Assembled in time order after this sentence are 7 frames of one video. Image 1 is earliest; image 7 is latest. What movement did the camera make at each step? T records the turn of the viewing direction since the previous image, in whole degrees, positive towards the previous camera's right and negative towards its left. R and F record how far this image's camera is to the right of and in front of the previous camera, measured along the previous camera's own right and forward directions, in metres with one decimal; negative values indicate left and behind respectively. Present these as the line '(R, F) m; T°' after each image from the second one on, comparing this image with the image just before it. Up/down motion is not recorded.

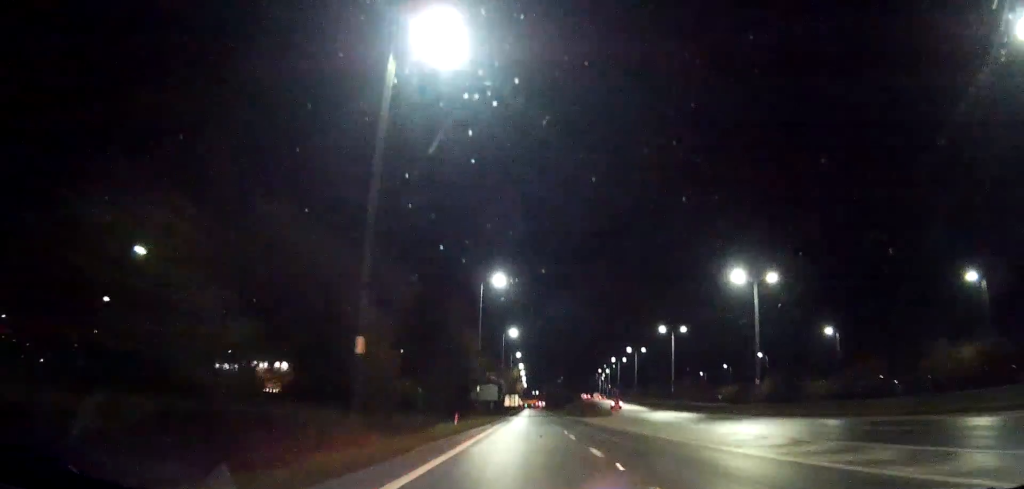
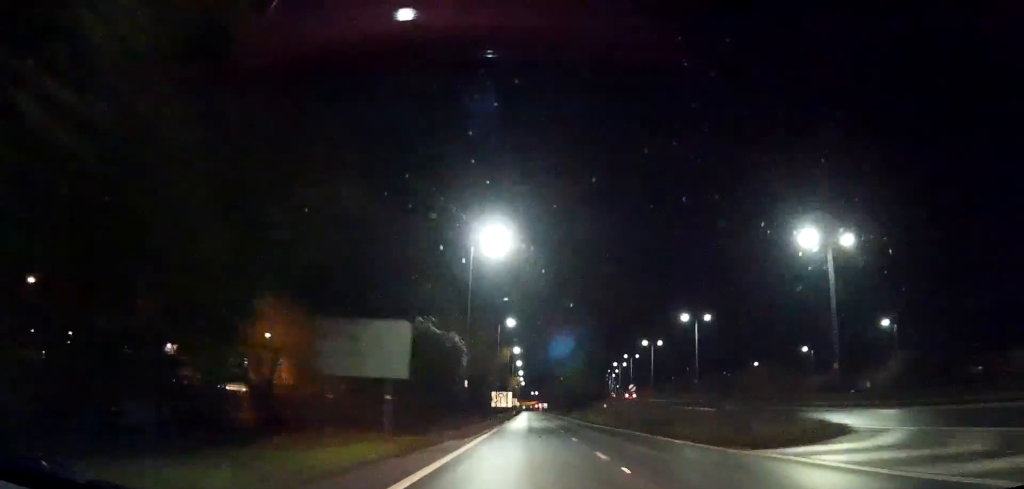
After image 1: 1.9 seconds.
(+0.8, +52.7) m; +1°
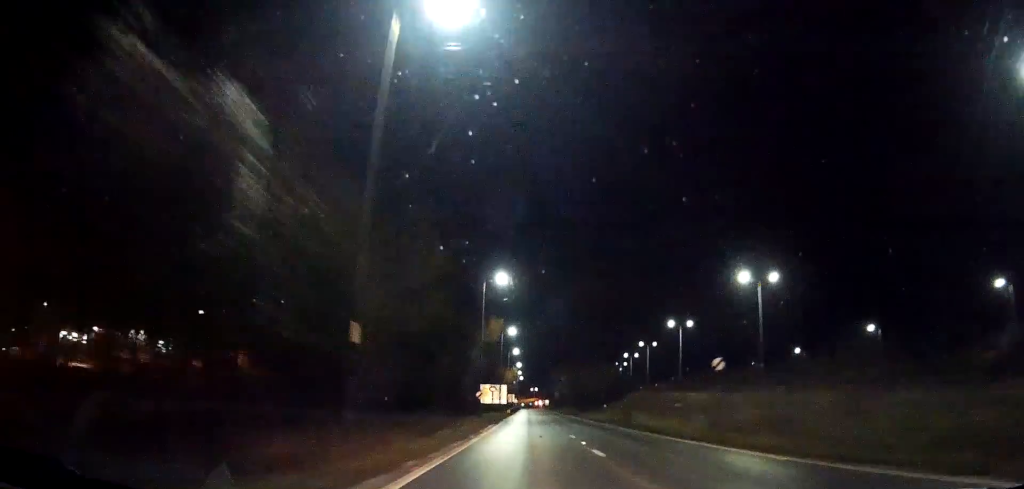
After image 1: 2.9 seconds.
(0.0, +26.5) m; -1°
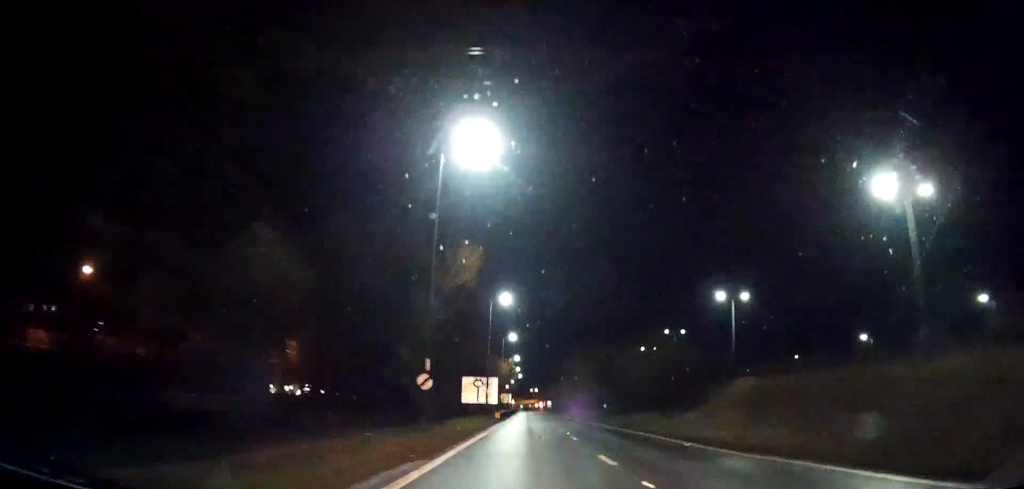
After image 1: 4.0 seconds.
(-0.3, +29.1) m; 0°
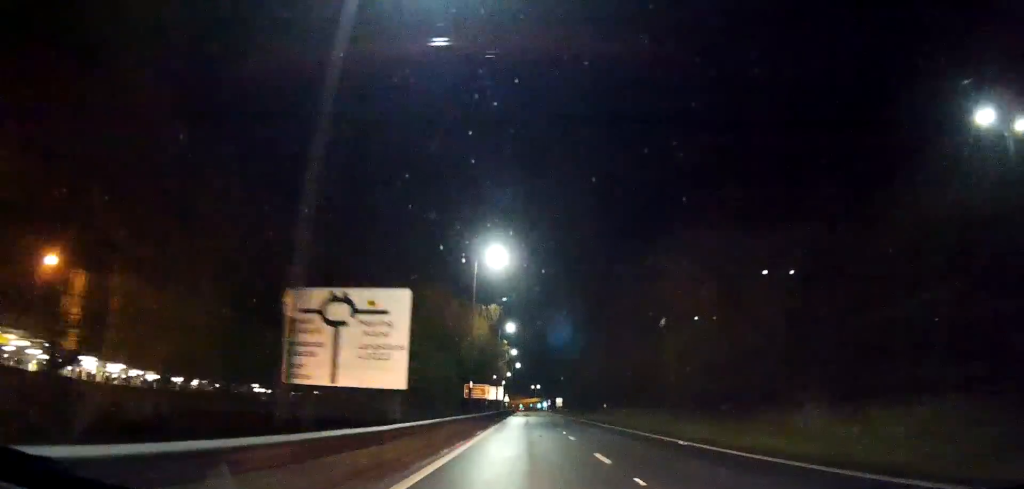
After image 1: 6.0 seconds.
(+0.5, +54.1) m; 0°
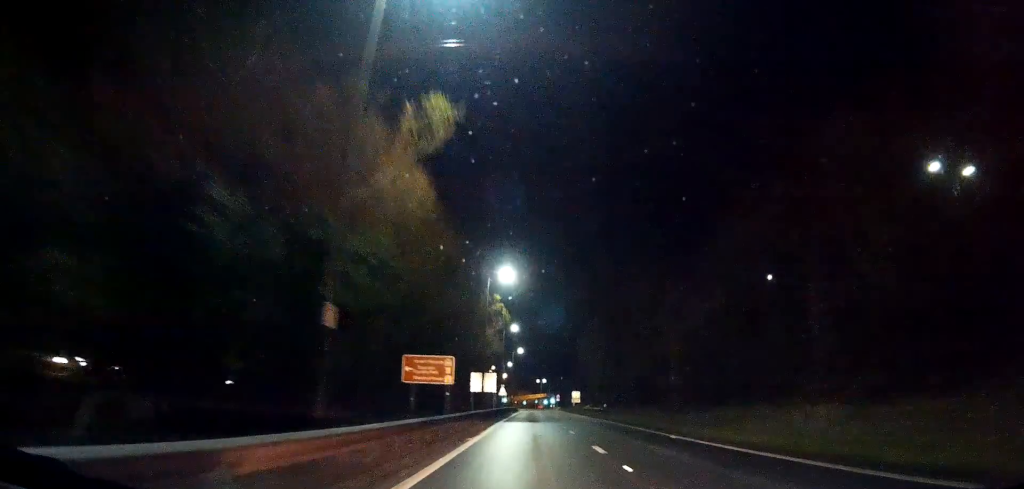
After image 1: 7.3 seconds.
(-0.4, +34.3) m; -1°
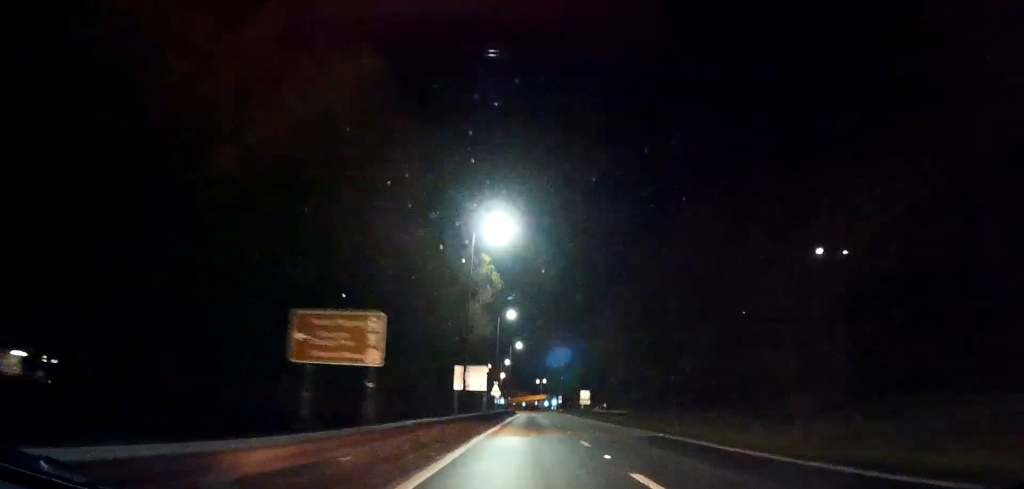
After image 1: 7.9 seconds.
(0.0, +15.3) m; 0°
